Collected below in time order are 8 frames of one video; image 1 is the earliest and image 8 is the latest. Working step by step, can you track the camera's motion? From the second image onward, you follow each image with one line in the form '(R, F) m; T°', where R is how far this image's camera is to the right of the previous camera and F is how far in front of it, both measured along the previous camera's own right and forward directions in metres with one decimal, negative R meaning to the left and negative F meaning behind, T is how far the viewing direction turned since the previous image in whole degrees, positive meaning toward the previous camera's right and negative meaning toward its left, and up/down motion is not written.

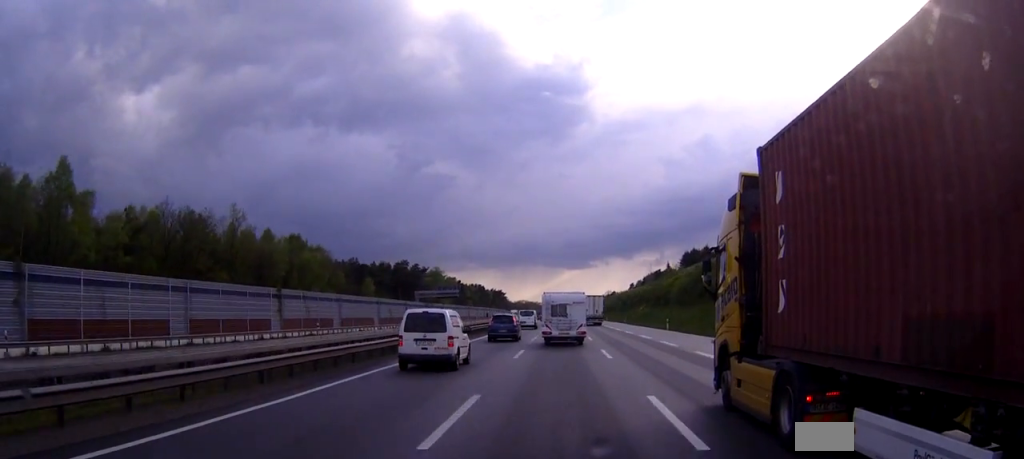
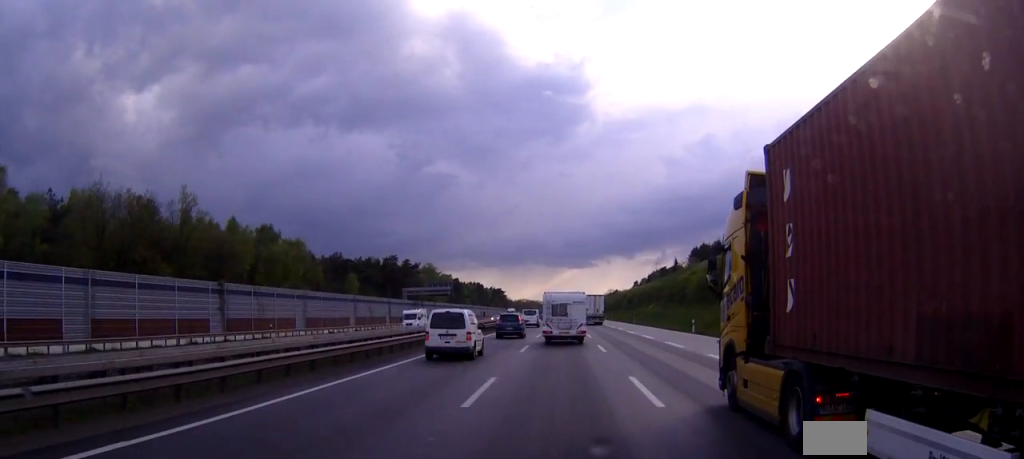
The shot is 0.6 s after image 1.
(0.0, +14.0) m; 0°
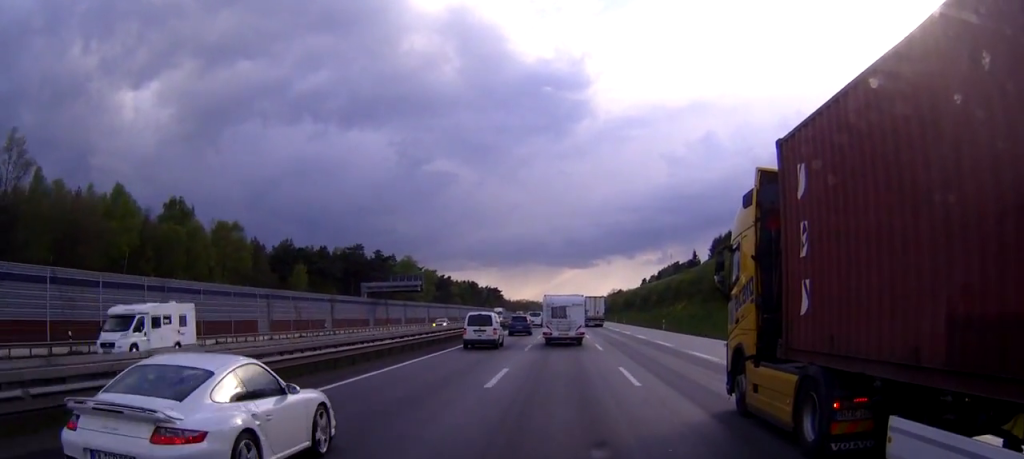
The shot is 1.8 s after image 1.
(-0.1, +31.4) m; 0°
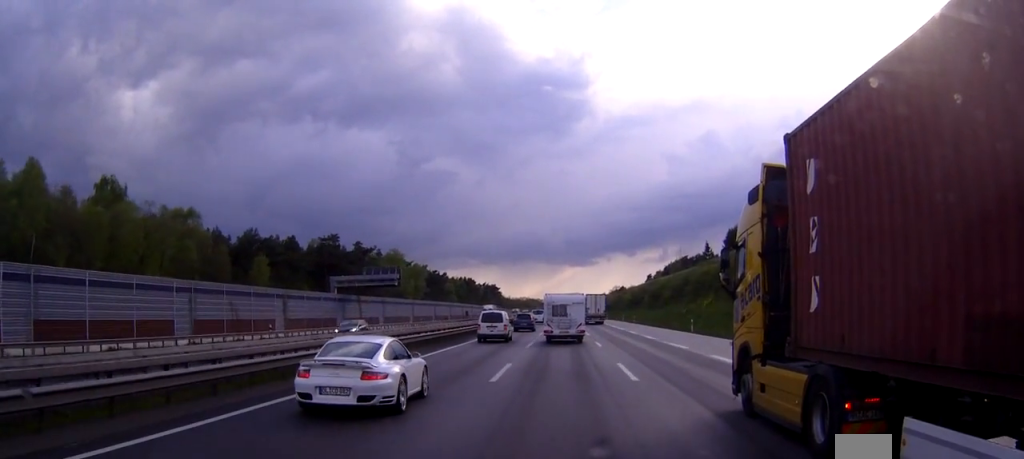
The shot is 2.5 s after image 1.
(0.0, +16.6) m; 0°
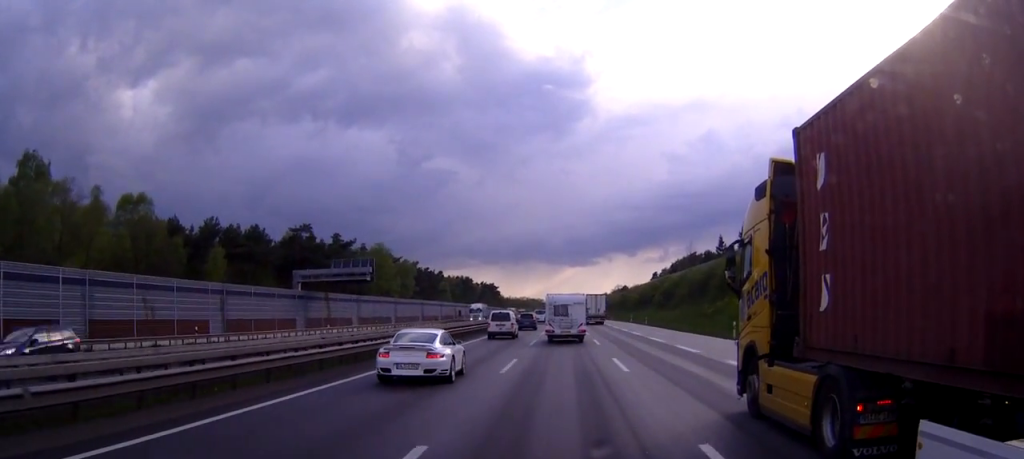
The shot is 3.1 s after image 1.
(0.0, +15.0) m; 0°
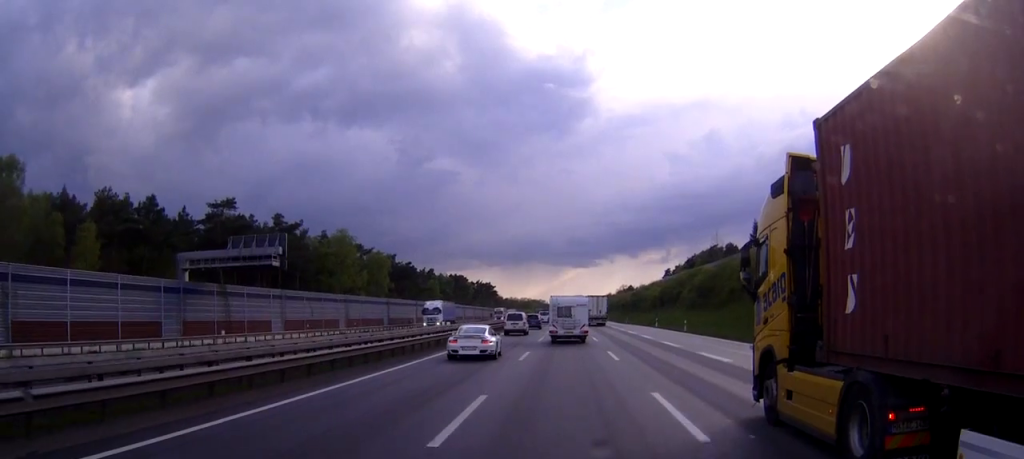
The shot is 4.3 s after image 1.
(0.0, +29.2) m; 0°
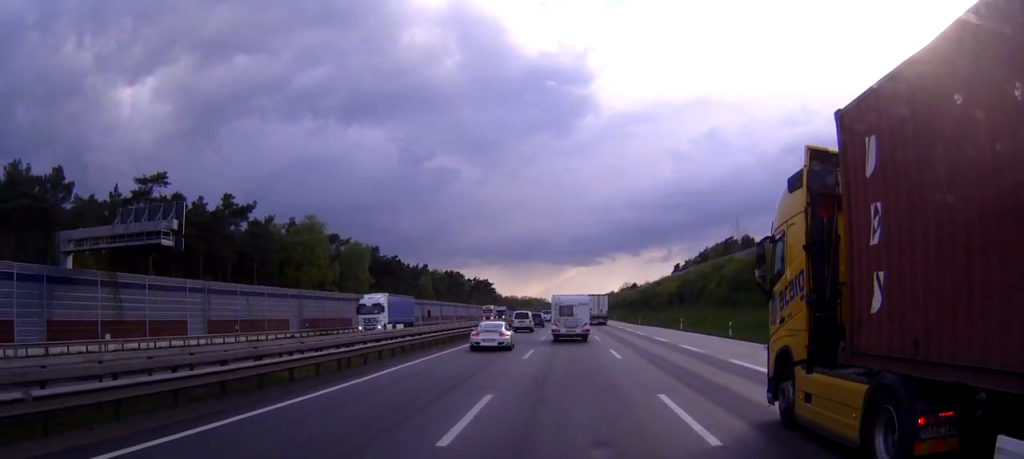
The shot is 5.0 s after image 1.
(0.0, +17.6) m; 0°
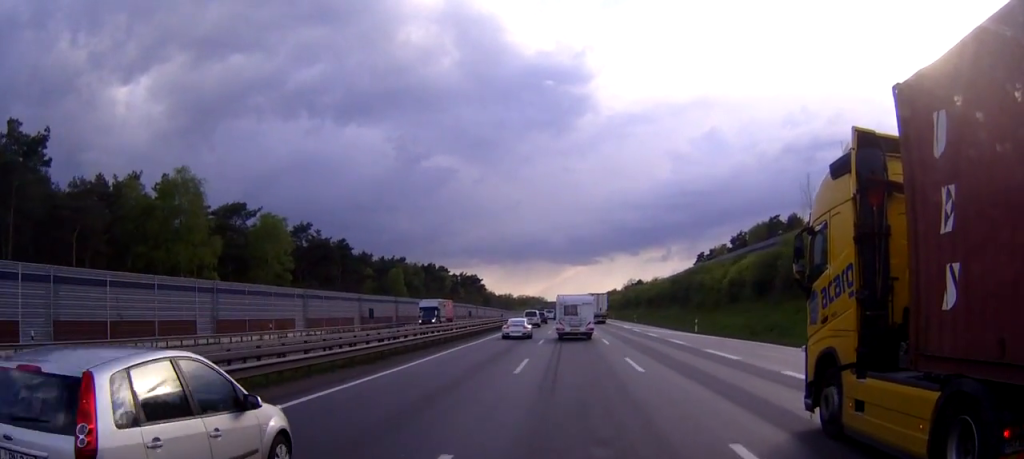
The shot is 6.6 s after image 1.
(+0.5, +41.8) m; +1°
